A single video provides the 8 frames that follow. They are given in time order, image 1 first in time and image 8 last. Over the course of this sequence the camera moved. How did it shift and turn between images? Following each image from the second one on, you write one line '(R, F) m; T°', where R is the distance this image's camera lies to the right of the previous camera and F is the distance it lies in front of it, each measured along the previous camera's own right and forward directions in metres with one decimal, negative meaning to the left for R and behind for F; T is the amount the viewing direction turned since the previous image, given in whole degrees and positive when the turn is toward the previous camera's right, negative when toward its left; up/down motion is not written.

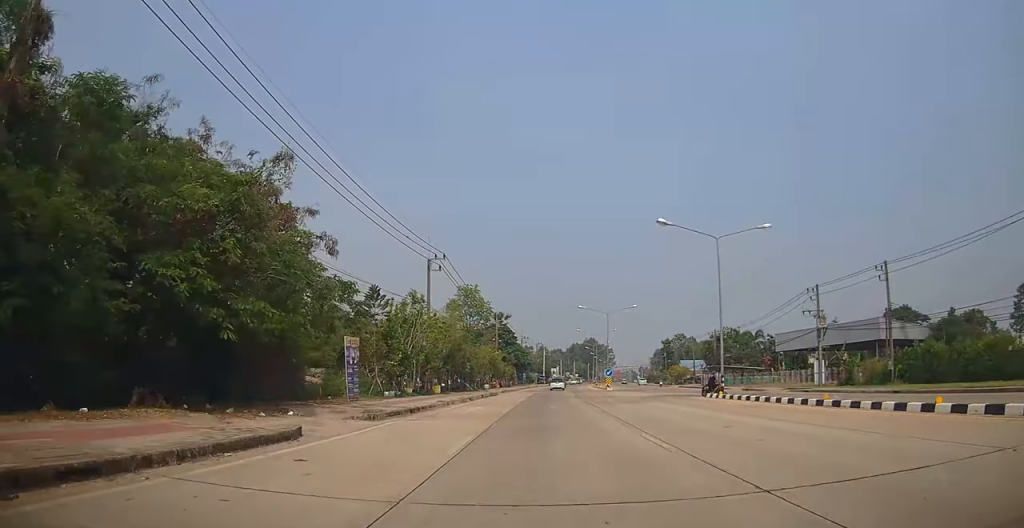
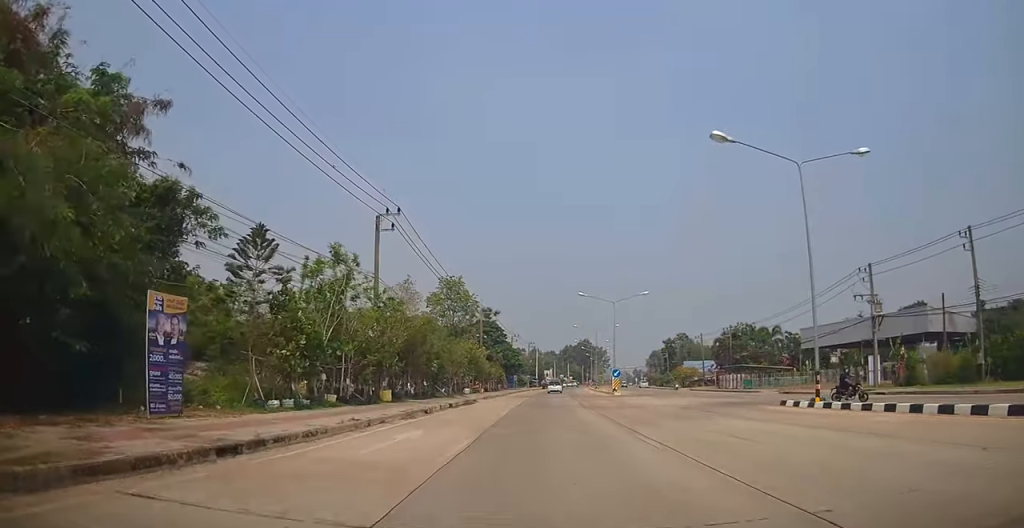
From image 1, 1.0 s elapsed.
(+0.1, +11.8) m; +1°
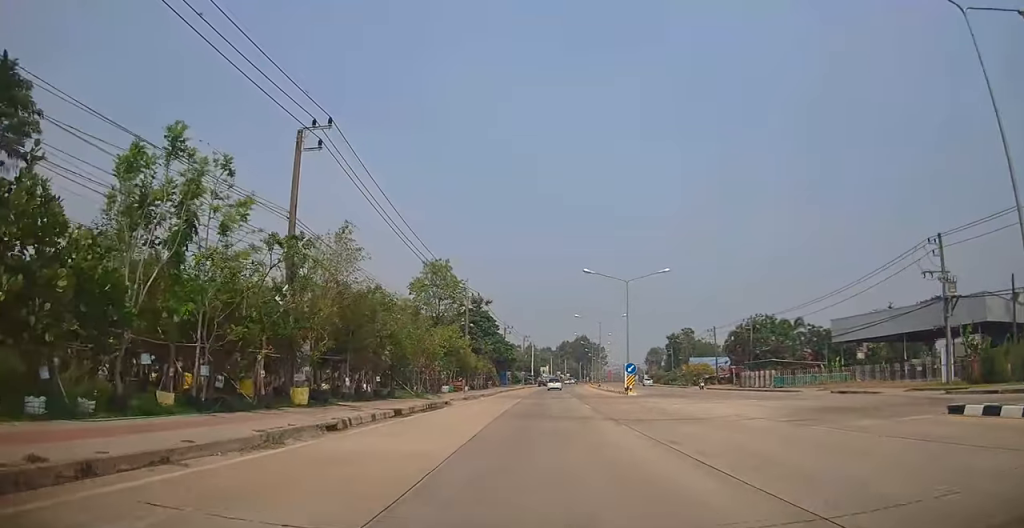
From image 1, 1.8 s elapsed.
(+0.1, +10.3) m; 0°
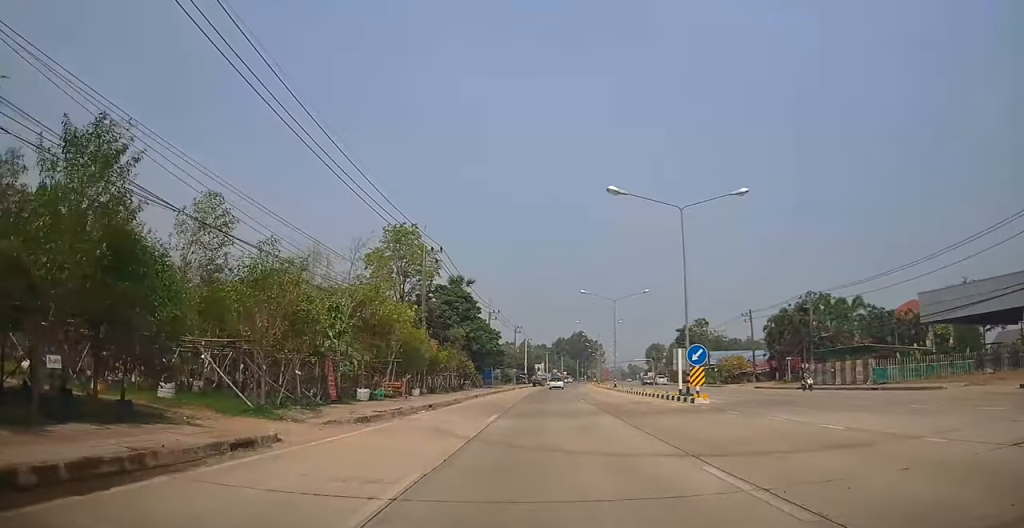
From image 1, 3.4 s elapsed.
(-0.2, +19.2) m; -1°
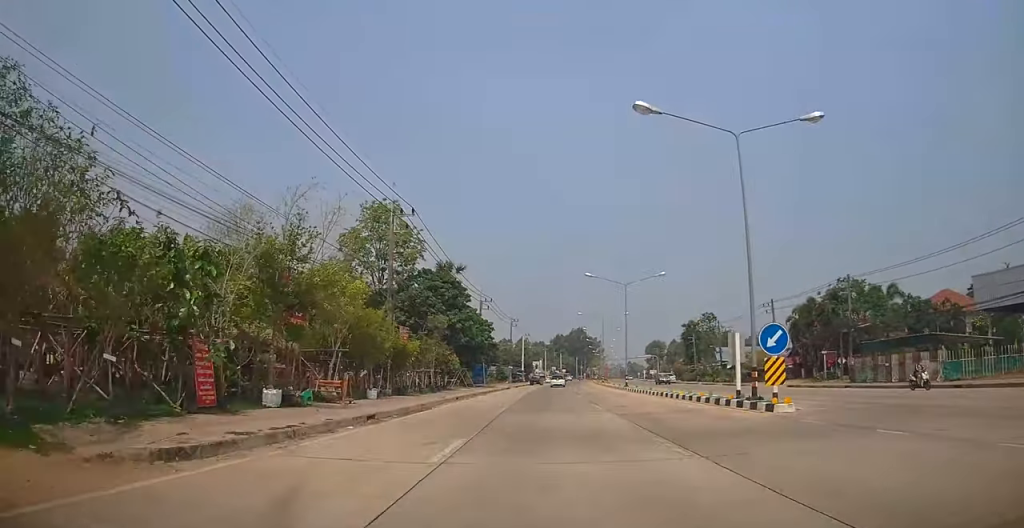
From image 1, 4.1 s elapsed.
(+0.1, +8.3) m; 0°
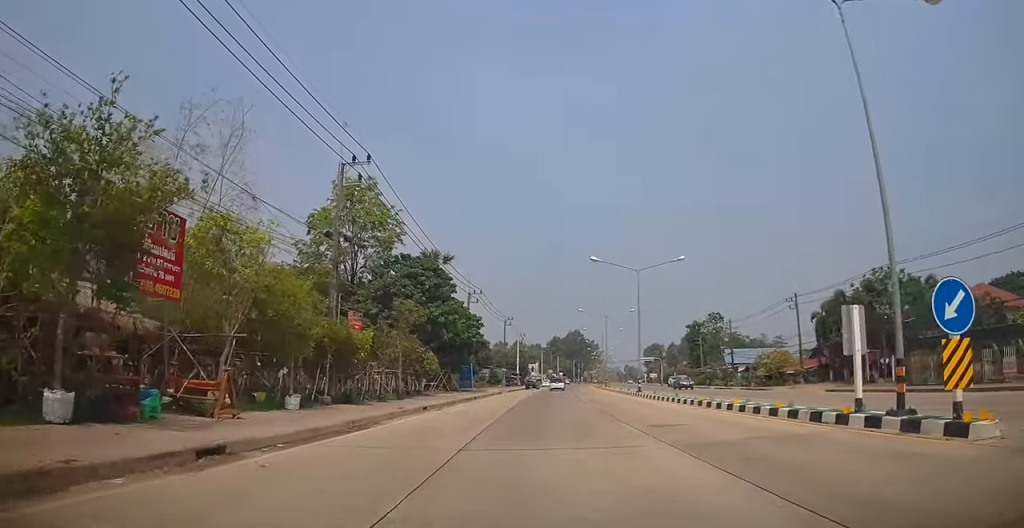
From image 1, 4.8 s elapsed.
(0.0, +7.8) m; 0°
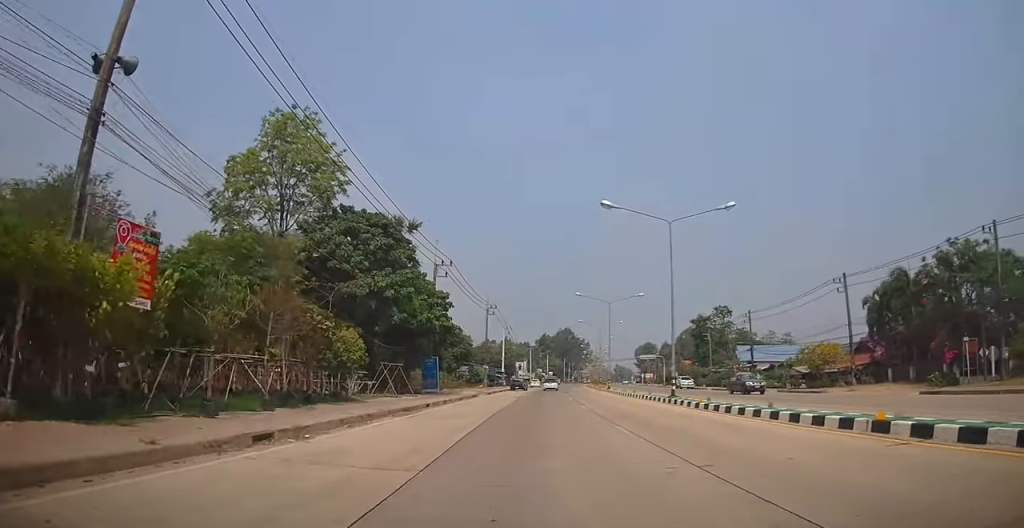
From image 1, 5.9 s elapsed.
(+0.1, +13.1) m; +1°
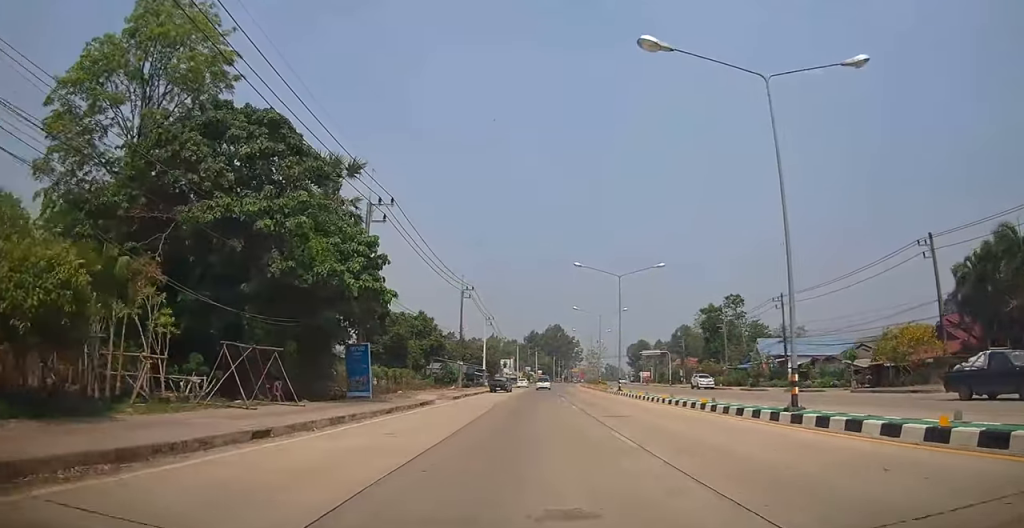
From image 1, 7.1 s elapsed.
(+0.3, +14.3) m; 0°
